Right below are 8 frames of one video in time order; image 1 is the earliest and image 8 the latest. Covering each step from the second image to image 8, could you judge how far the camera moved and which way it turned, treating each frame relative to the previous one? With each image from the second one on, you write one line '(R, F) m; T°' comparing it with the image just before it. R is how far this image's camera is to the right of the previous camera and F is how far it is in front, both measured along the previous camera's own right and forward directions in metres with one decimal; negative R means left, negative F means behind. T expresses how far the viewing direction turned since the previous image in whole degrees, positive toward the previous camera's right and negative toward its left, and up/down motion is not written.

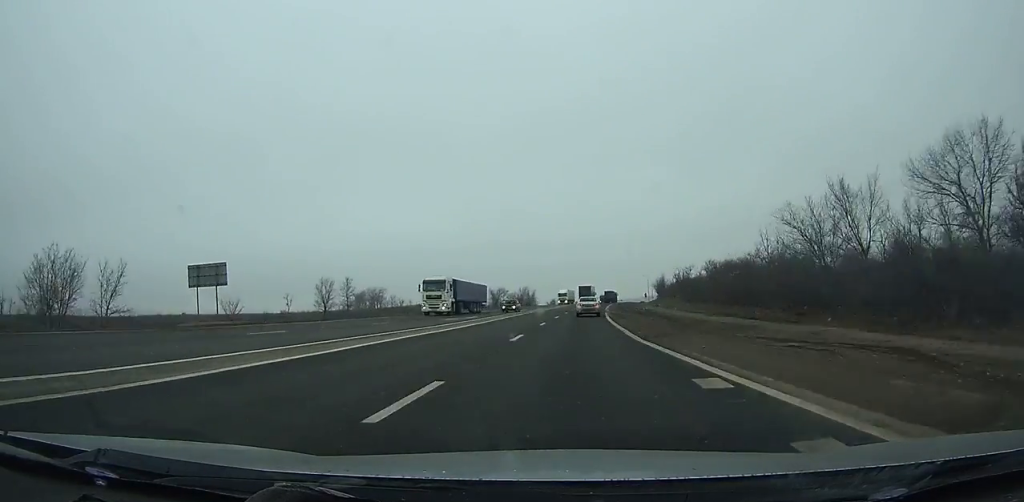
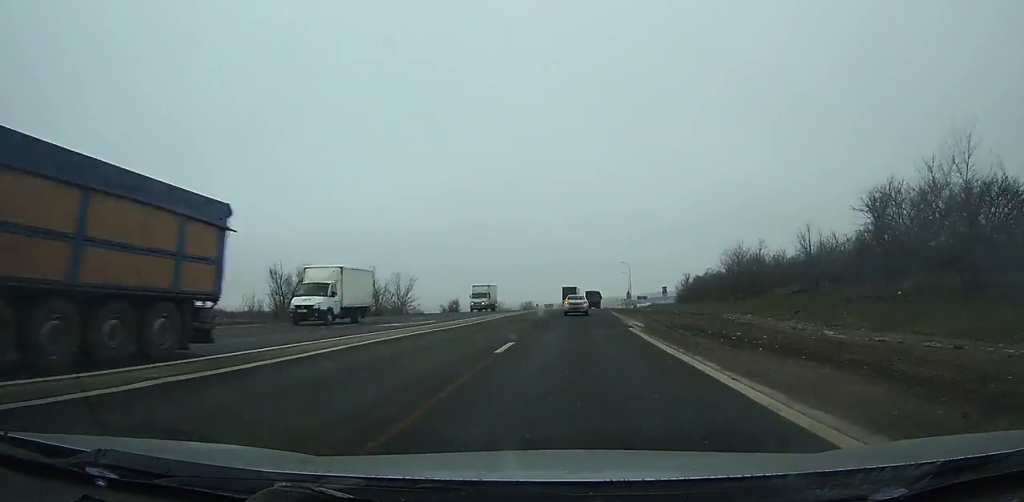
(+4.4, +98.3) m; +4°
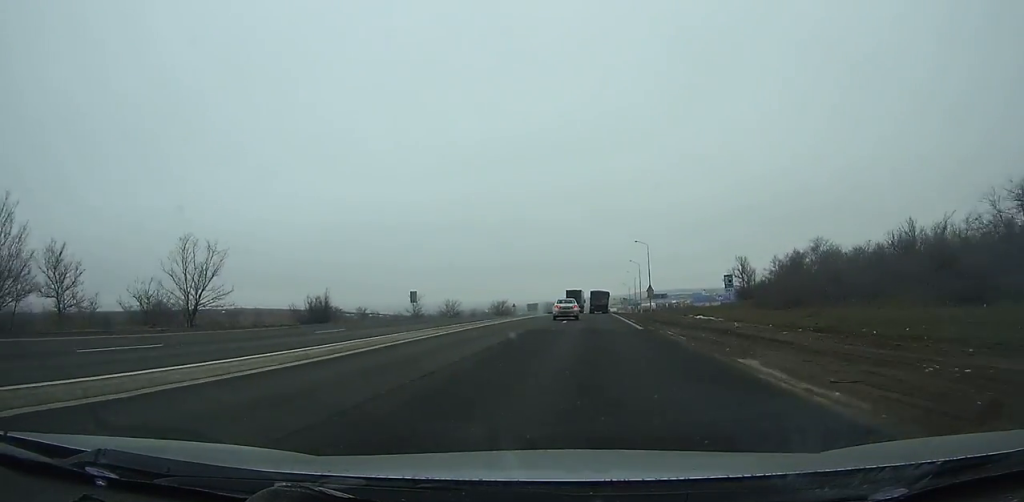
(+0.6, +52.5) m; +1°
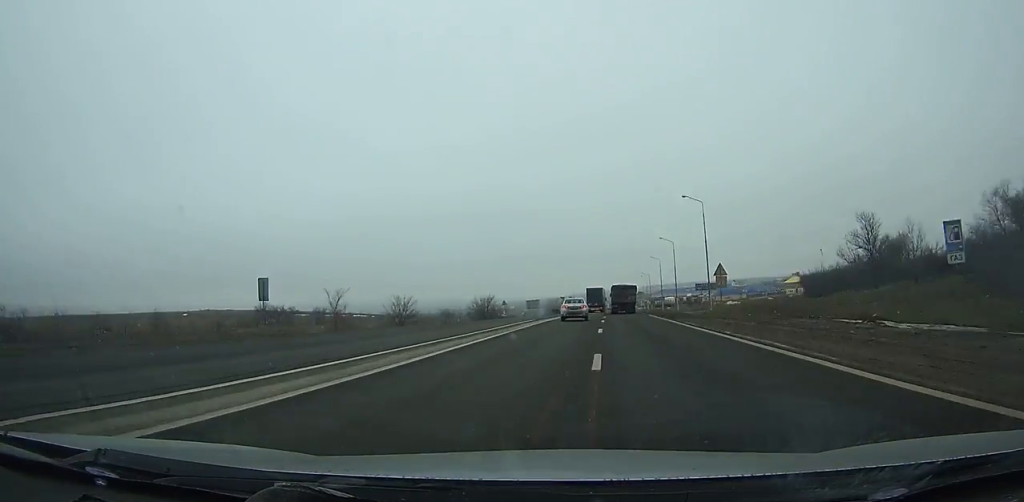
(-0.1, +35.7) m; +1°
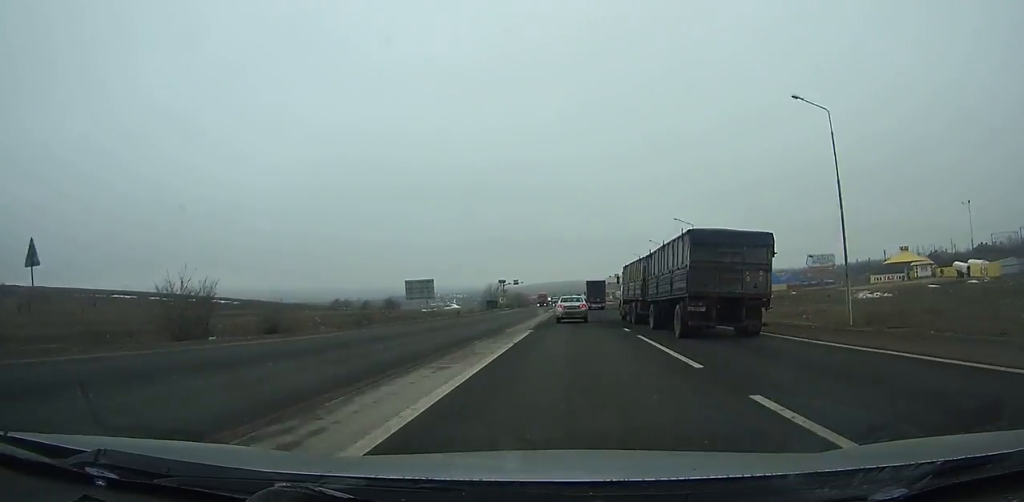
(+1.4, +98.7) m; +1°
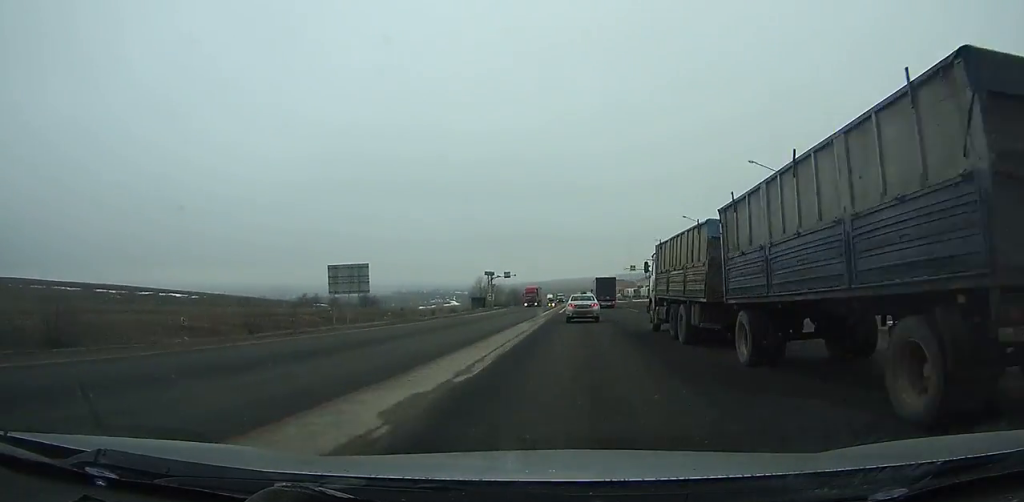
(-0.1, +27.1) m; 0°
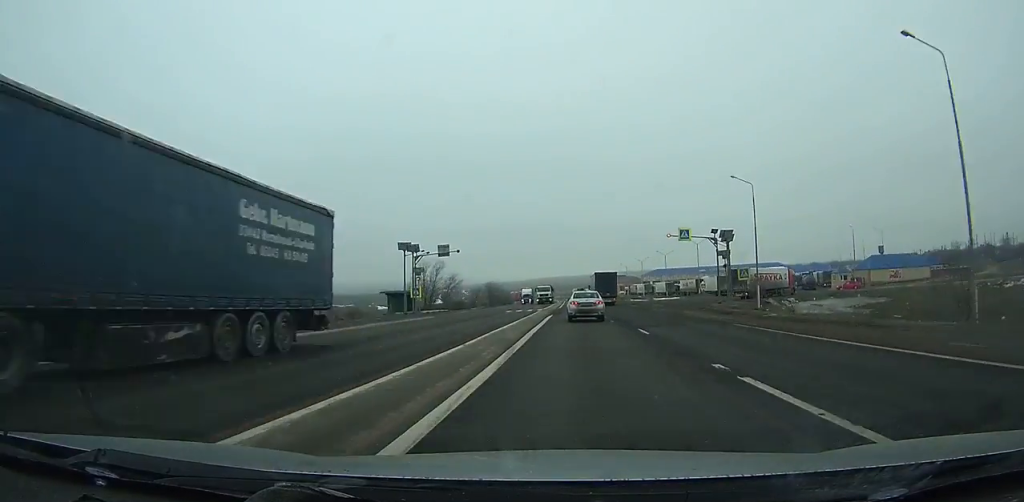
(+0.3, +52.0) m; 0°
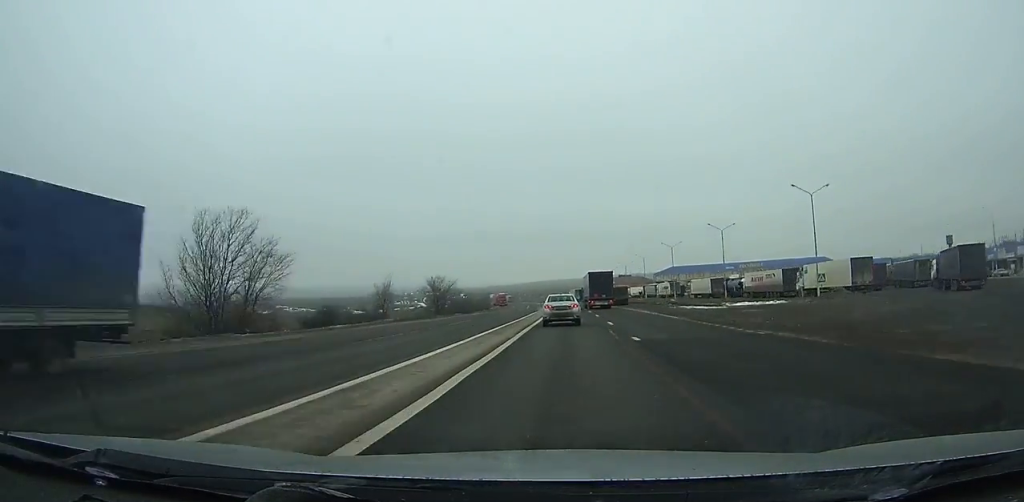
(+0.2, +59.8) m; 0°
